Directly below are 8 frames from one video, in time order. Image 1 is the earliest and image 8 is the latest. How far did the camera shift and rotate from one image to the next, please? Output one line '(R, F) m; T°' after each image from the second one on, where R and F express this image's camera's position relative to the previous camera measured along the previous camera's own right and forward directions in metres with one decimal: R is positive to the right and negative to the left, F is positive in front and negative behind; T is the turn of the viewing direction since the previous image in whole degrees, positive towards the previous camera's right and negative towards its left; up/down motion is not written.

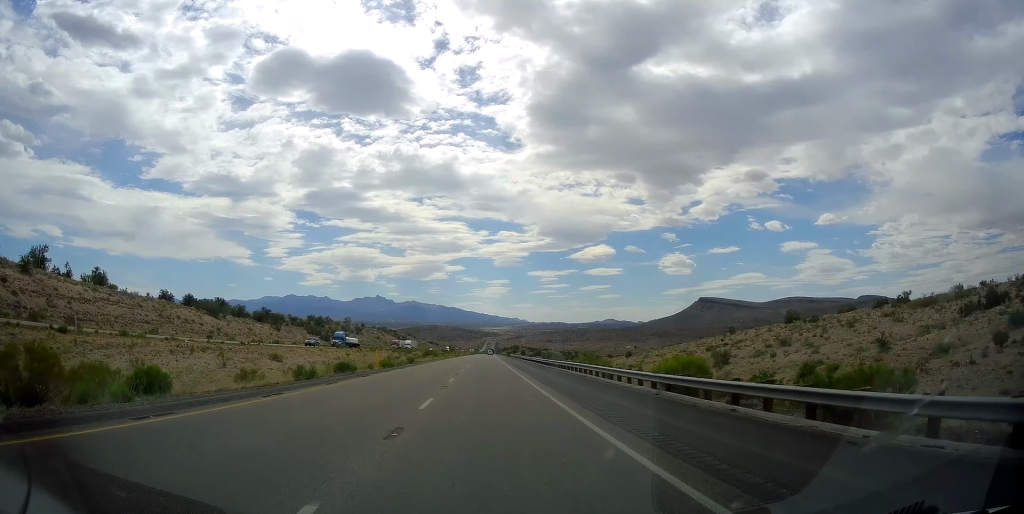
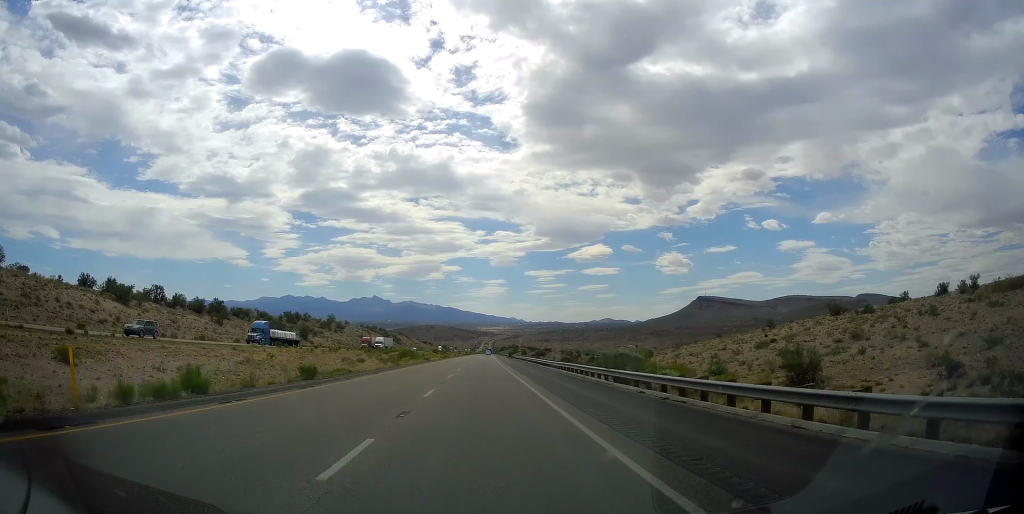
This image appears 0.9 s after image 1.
(-0.3, +32.6) m; 0°
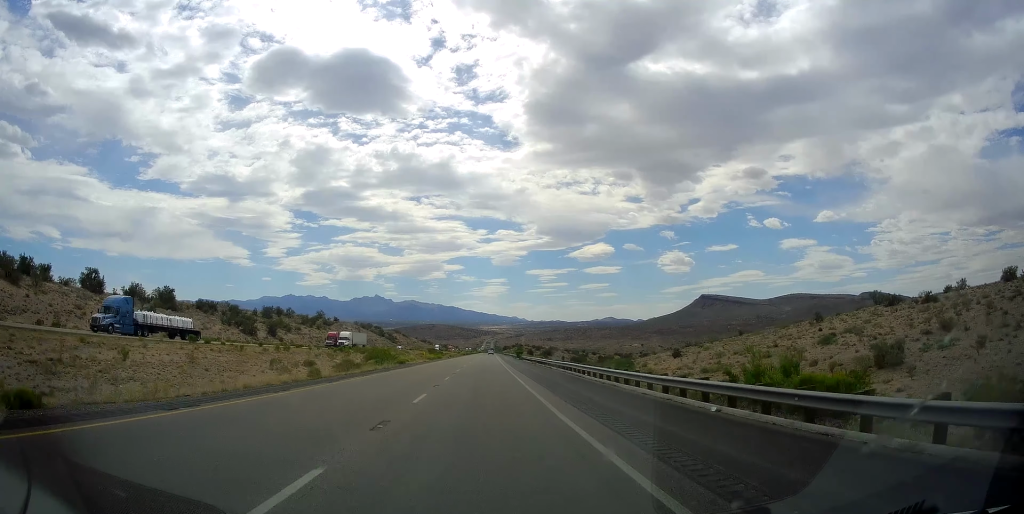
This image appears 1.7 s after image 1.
(0.0, +26.8) m; +1°
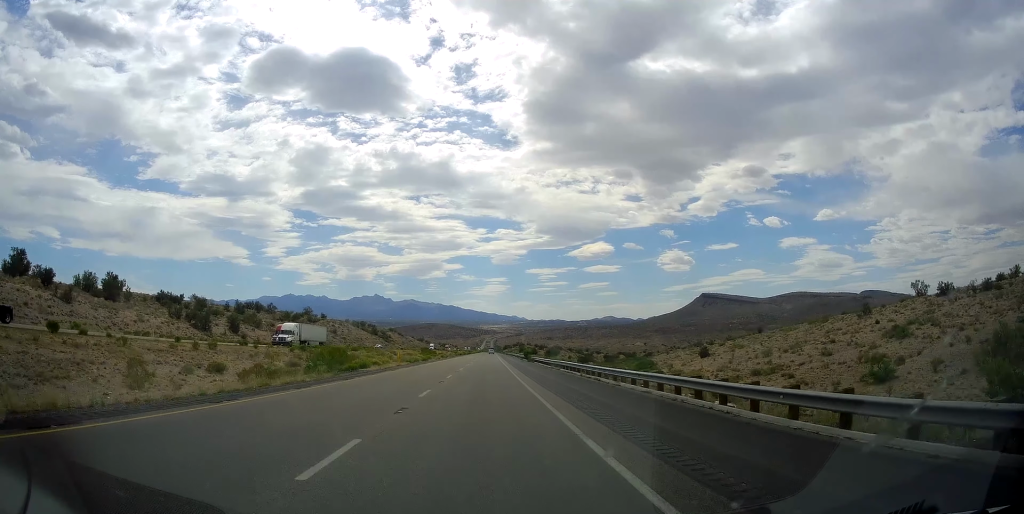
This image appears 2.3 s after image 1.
(+0.3, +22.2) m; +1°
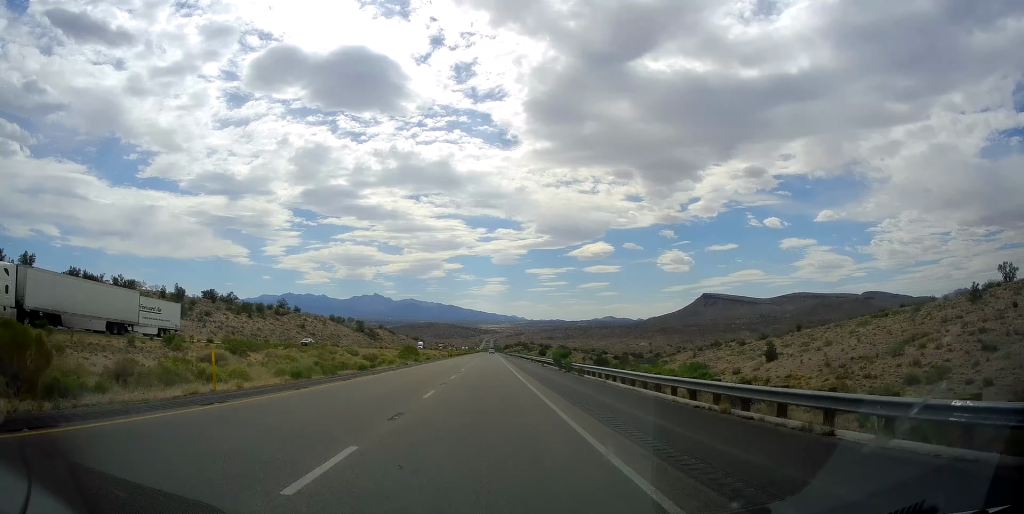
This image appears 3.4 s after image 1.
(+0.1, +37.3) m; -1°
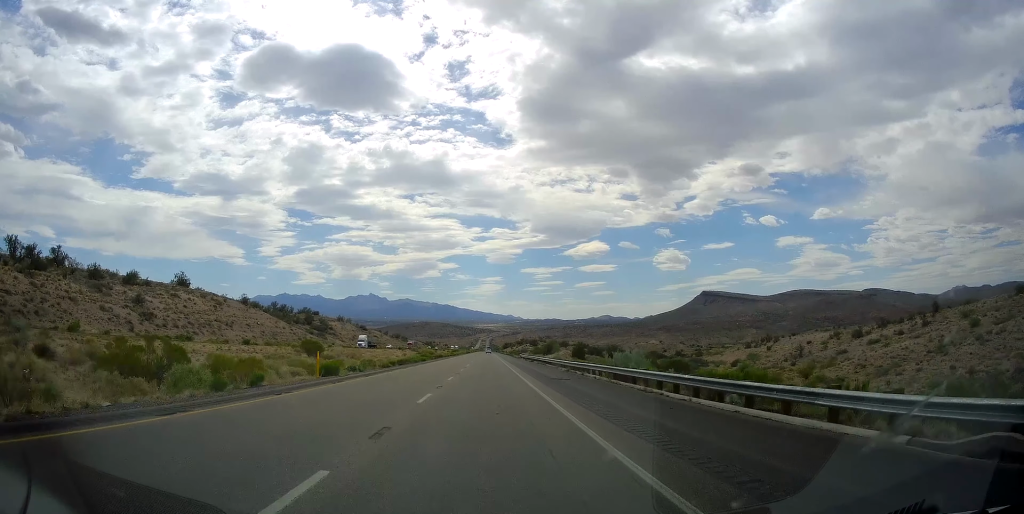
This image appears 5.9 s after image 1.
(+0.2, +87.1) m; +1°
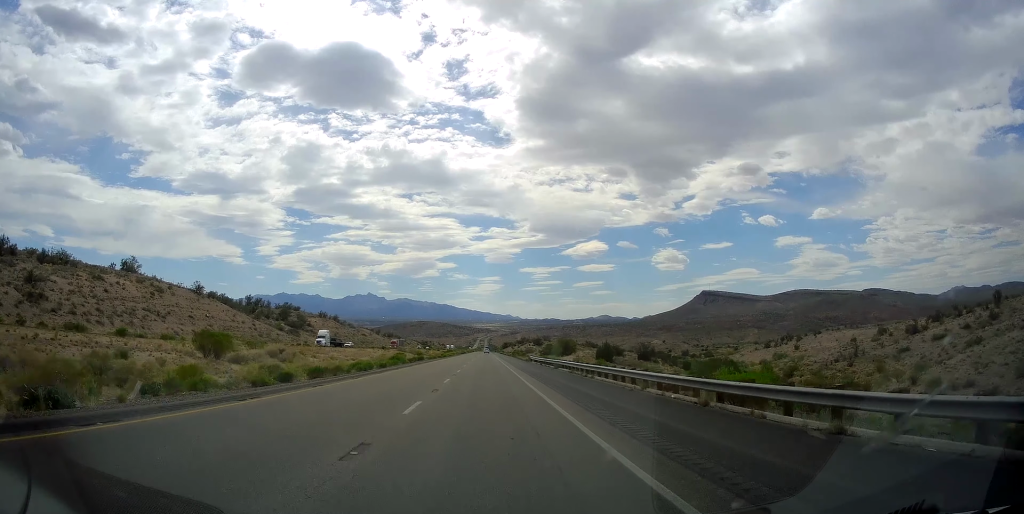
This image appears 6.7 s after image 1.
(0.0, +26.7) m; 0°
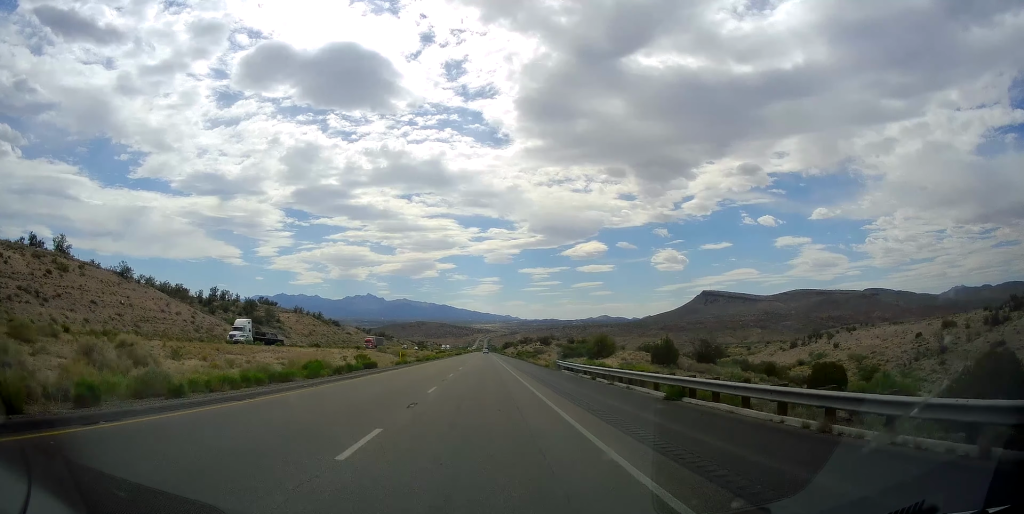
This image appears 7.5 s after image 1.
(0.0, +30.2) m; 0°
